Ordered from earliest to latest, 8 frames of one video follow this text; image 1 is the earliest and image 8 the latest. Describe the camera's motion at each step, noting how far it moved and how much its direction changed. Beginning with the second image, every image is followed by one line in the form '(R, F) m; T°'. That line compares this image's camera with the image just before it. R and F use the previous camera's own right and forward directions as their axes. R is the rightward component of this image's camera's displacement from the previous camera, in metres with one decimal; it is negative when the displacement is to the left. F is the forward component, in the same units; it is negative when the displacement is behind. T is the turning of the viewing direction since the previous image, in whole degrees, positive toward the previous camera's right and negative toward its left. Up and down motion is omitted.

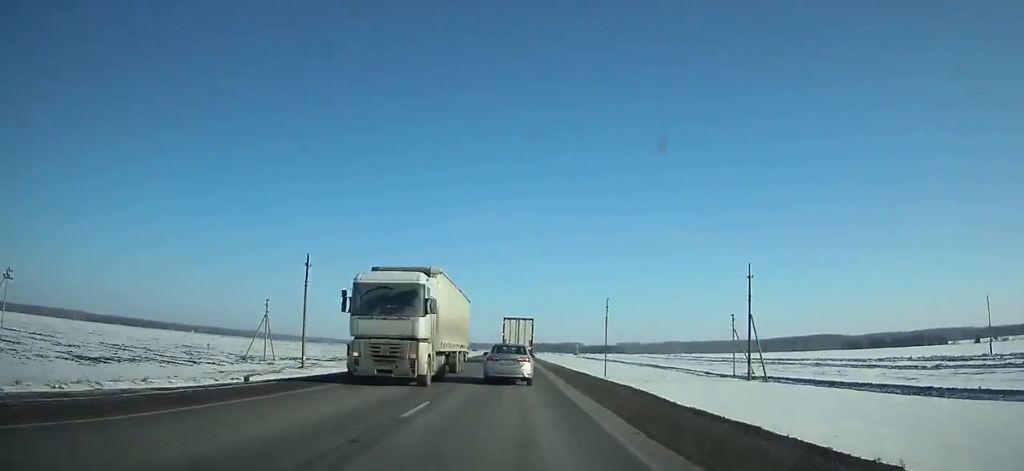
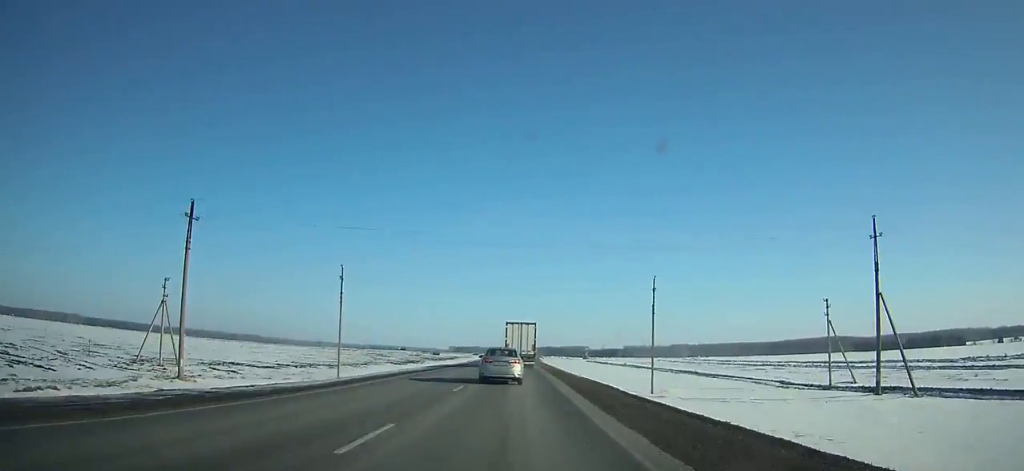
(0.0, +27.5) m; 0°
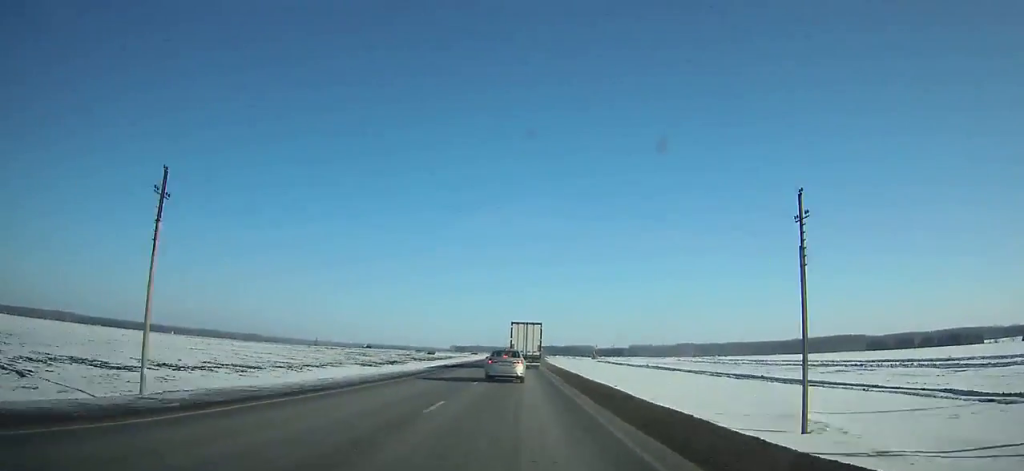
(-0.1, +30.0) m; 0°
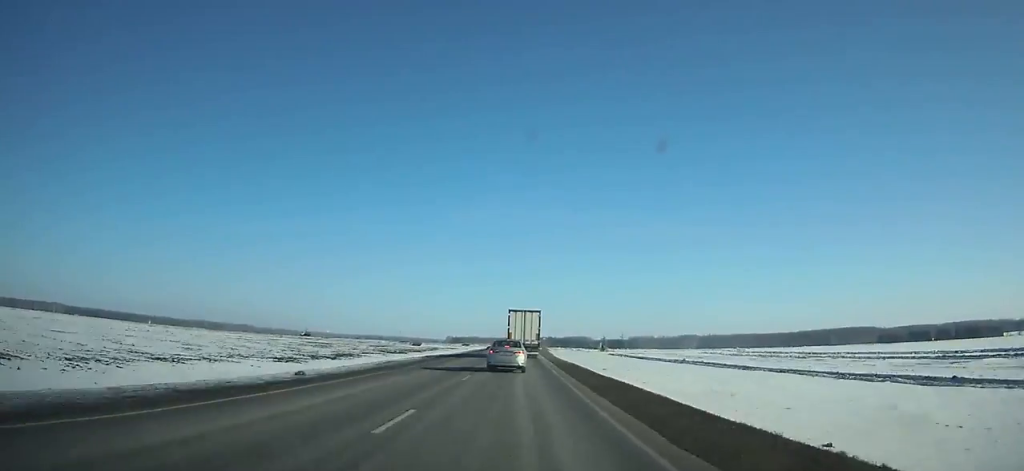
(0.0, +38.4) m; 0°
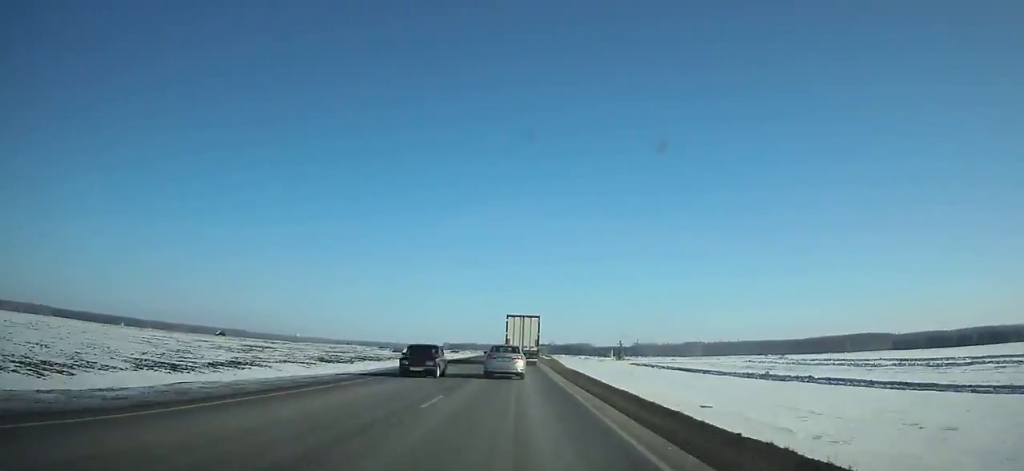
(+0.2, +42.5) m; 0°
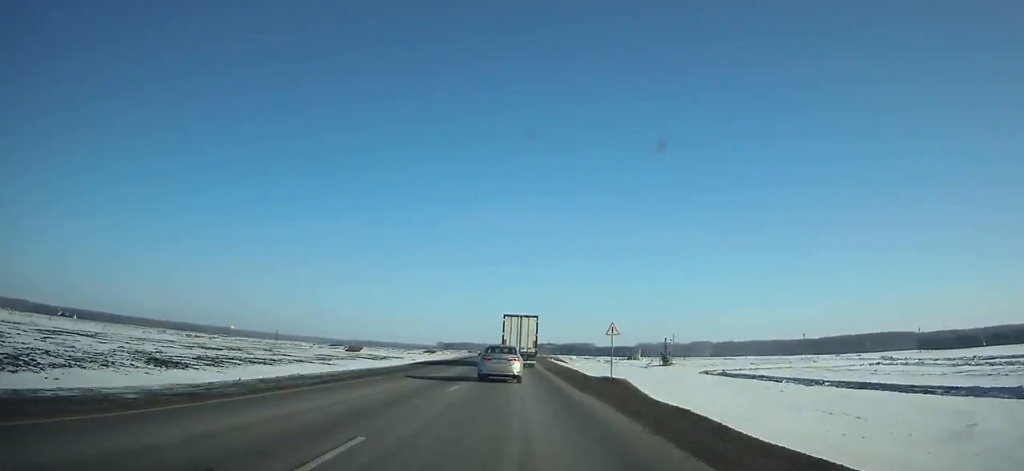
(0.0, +65.0) m; 0°
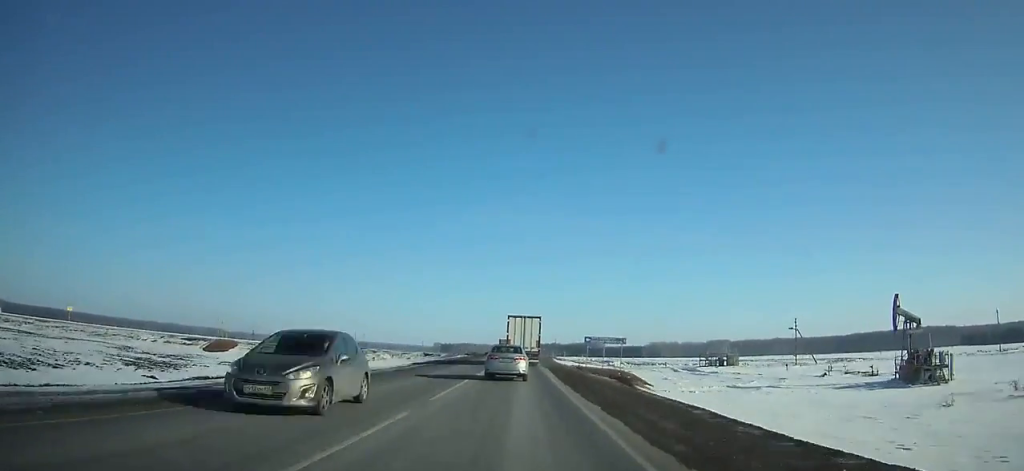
(-0.2, +92.1) m; 0°
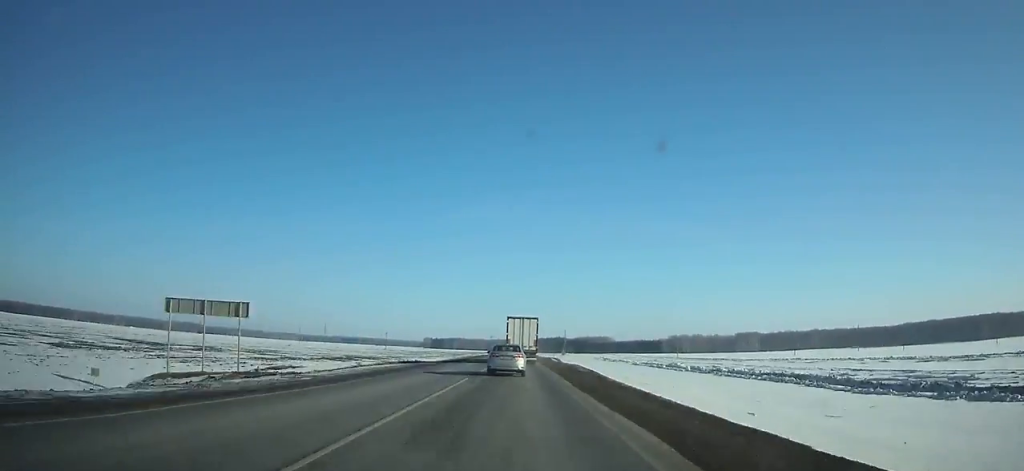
(-0.2, +144.0) m; 0°
